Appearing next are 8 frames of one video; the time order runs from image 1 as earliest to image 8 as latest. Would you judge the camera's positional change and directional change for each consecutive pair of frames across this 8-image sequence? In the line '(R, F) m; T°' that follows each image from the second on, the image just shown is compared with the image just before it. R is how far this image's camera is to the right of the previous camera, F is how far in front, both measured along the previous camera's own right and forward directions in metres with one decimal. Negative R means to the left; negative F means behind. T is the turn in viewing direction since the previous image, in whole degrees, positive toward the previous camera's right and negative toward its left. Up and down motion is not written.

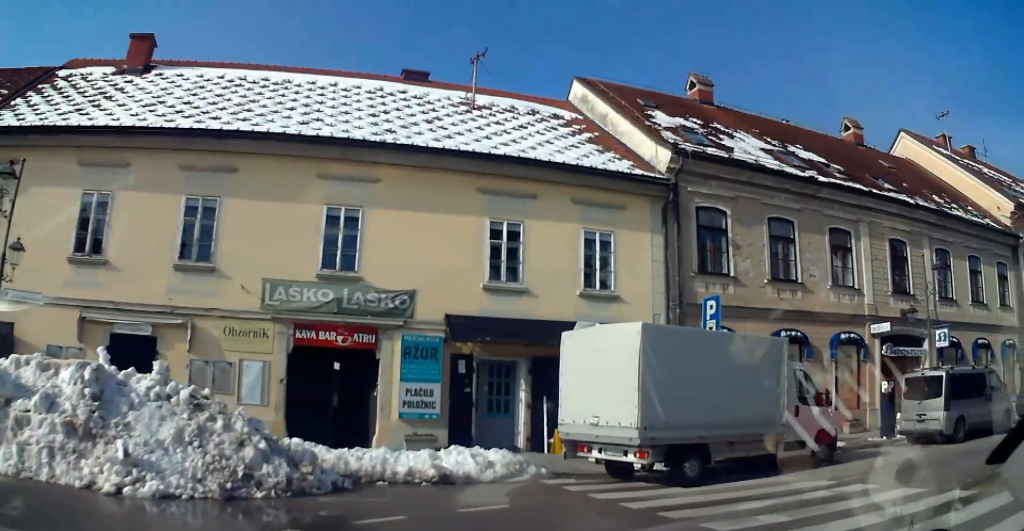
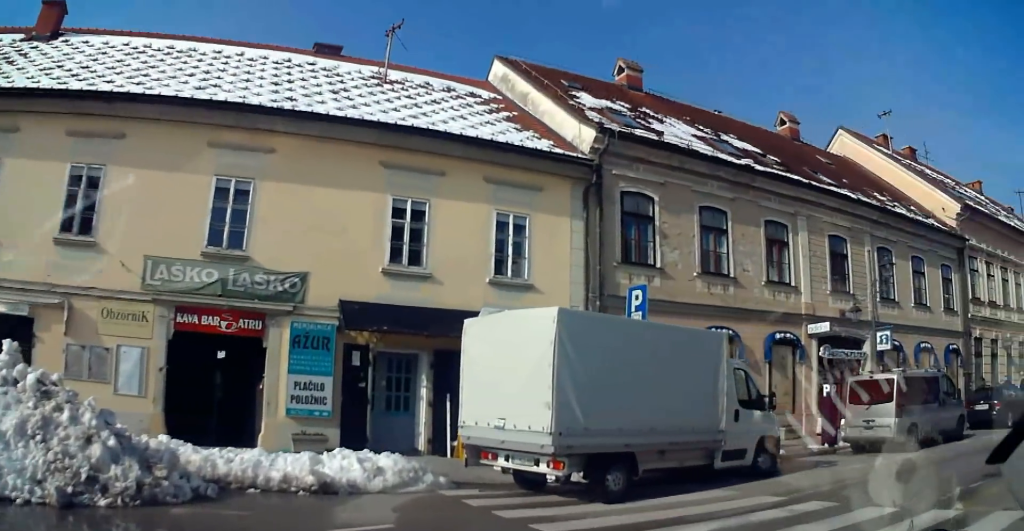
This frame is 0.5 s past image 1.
(+0.3, +2.1) m; +17°
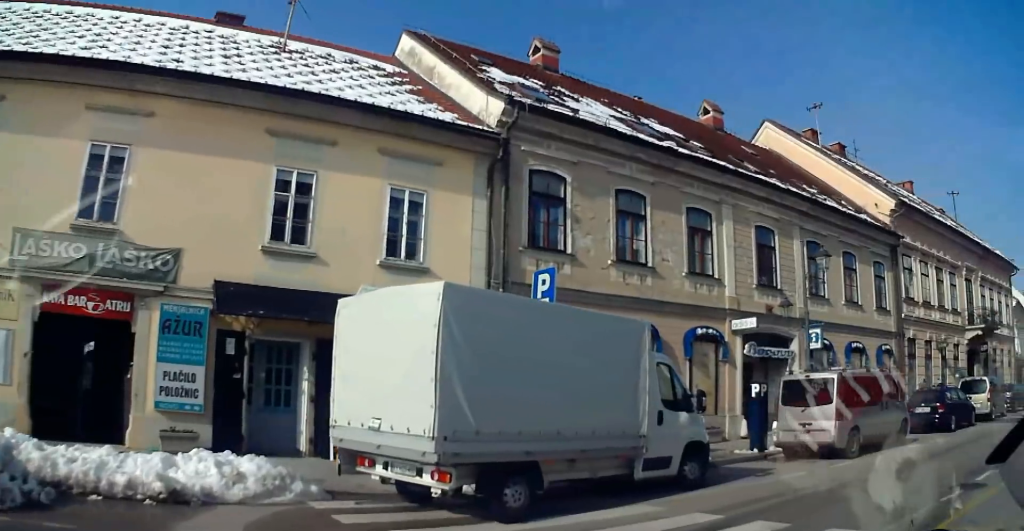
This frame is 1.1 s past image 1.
(-0.1, +2.0) m; +20°
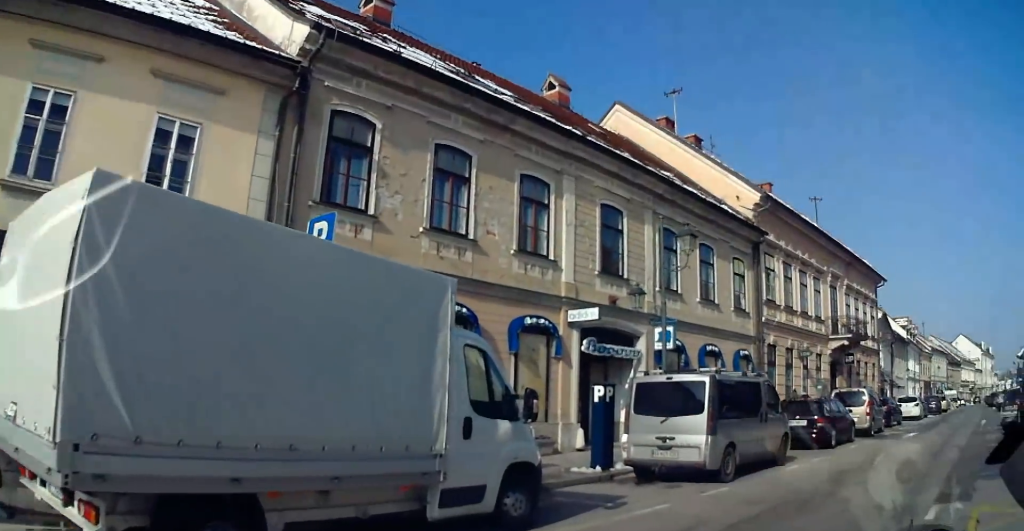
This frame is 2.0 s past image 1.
(+1.5, +3.4) m; +22°
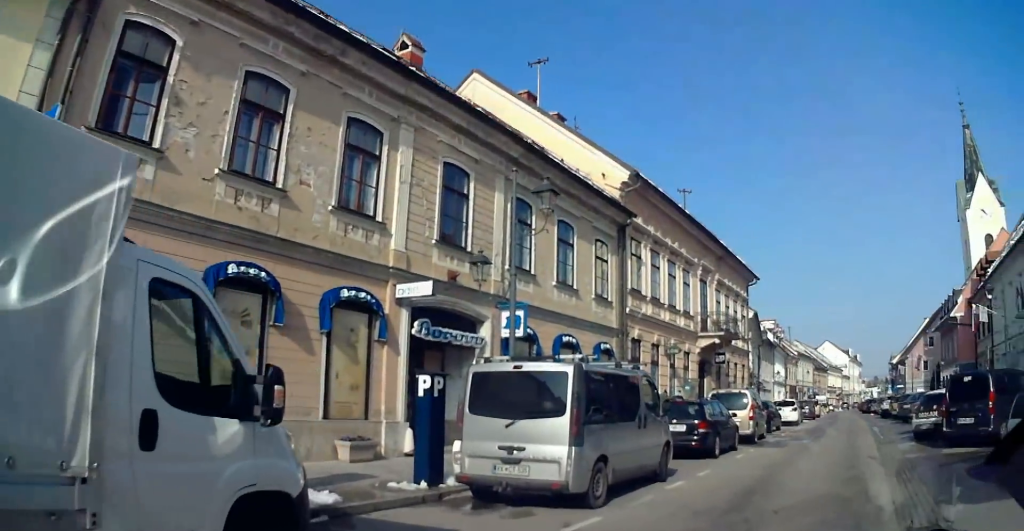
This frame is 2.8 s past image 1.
(0.0, +2.9) m; +3°
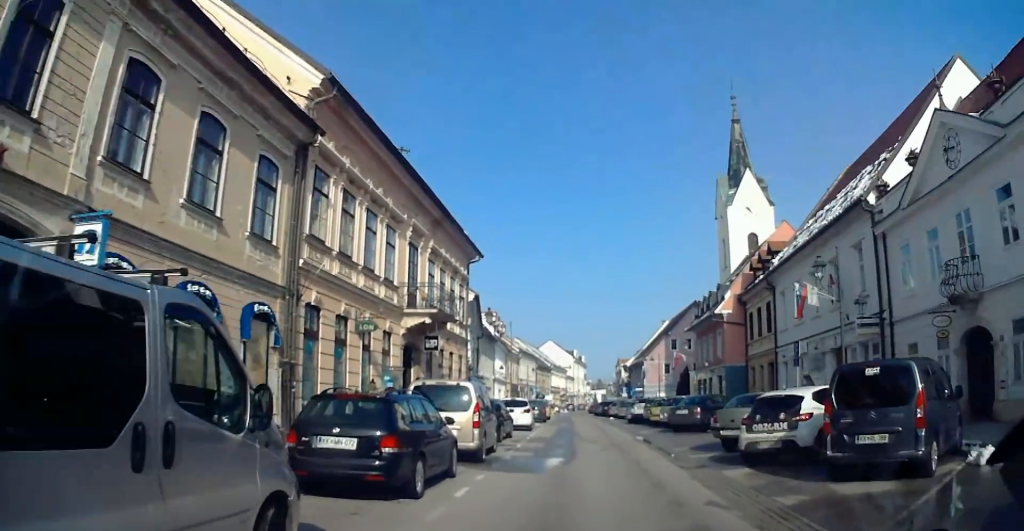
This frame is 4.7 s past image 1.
(+0.7, +6.8) m; +13°
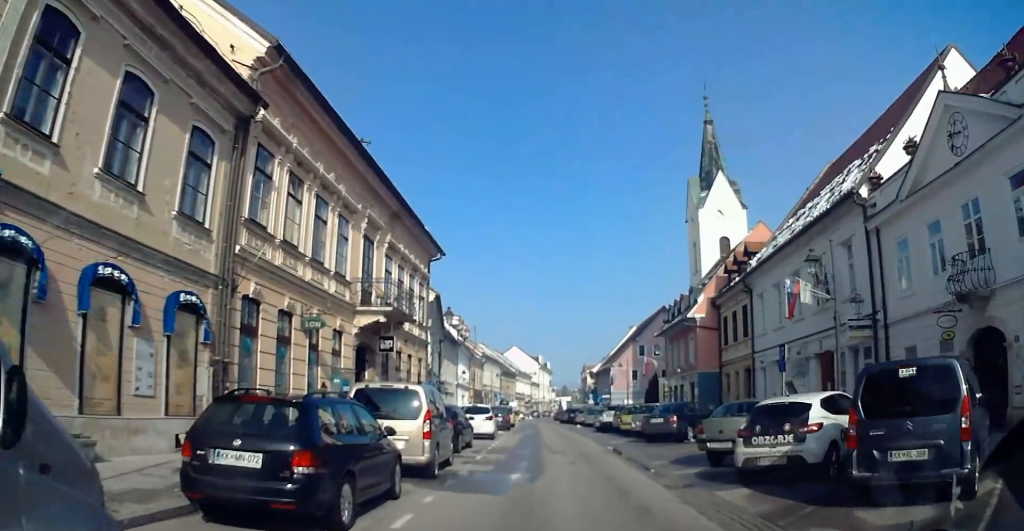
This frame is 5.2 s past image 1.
(+0.1, +1.9) m; +3°
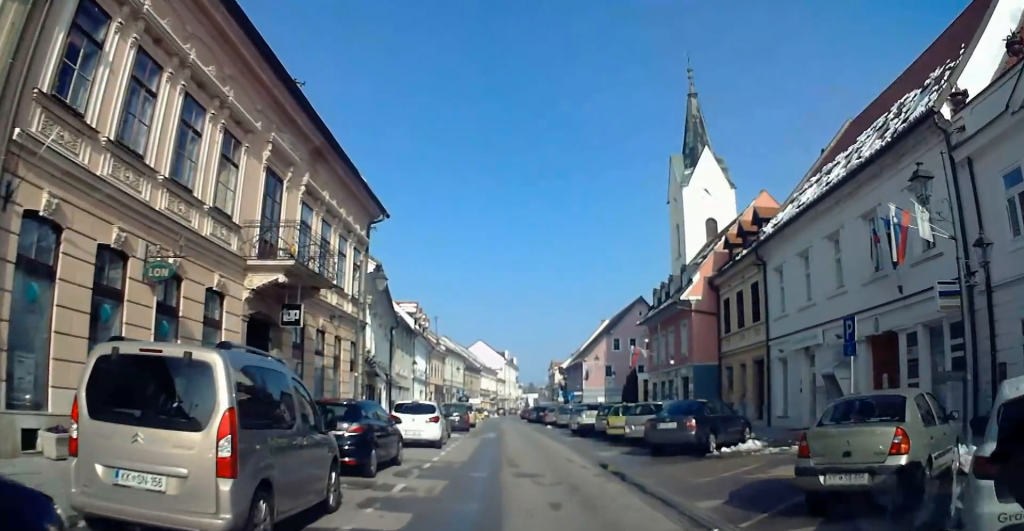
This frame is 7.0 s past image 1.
(+0.1, +6.9) m; +3°
